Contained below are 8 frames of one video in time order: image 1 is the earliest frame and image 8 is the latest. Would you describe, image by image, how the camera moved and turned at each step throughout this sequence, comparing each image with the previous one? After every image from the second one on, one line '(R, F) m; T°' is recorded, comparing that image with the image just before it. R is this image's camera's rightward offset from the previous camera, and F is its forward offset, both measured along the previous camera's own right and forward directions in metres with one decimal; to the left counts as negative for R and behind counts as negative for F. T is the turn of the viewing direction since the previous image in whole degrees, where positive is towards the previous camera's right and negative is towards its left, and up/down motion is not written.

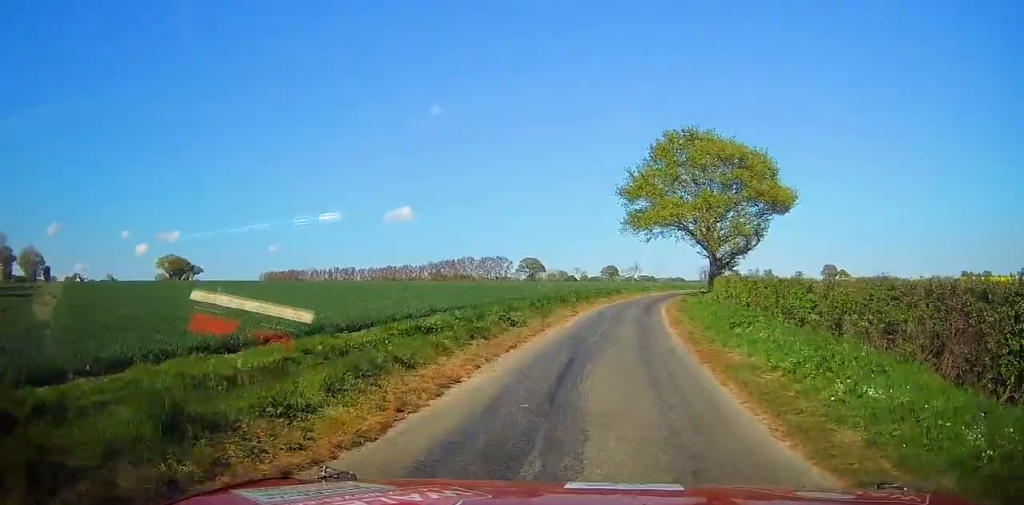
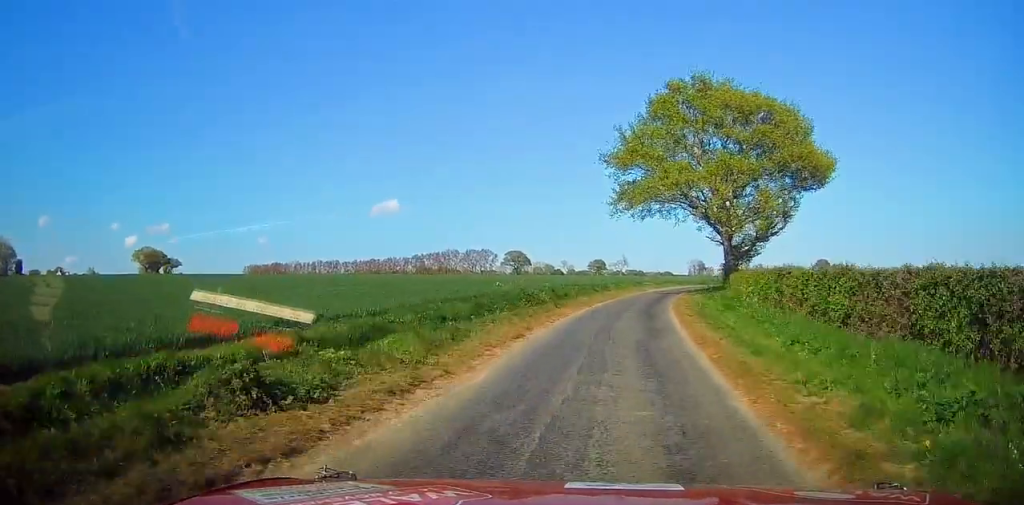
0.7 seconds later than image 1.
(0.0, +10.4) m; 0°
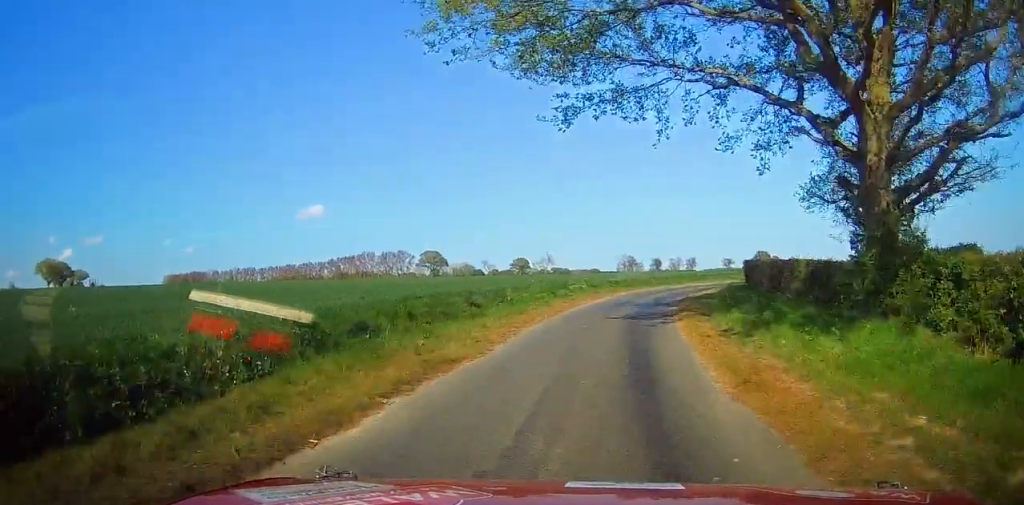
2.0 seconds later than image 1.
(+0.2, +25.5) m; +5°
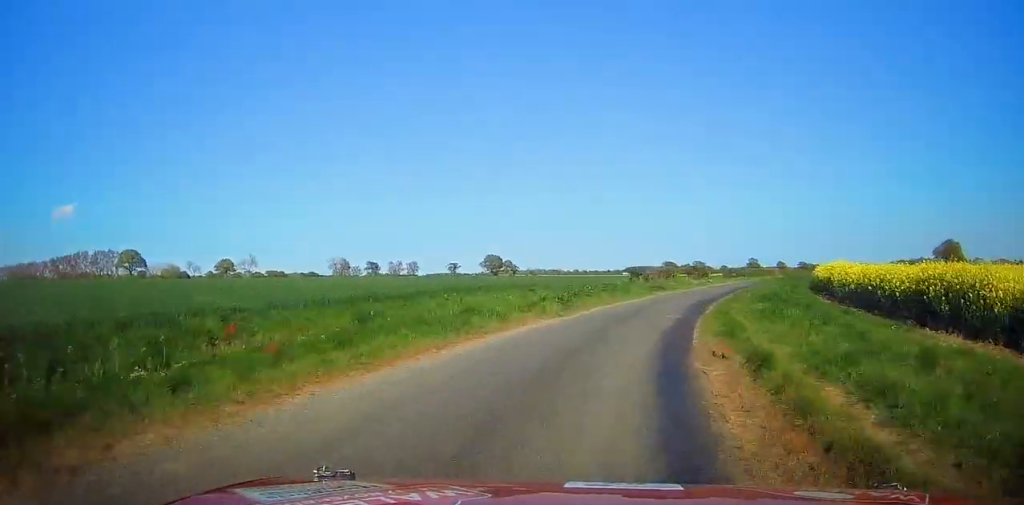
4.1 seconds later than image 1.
(+8.8, +44.3) m; +24°
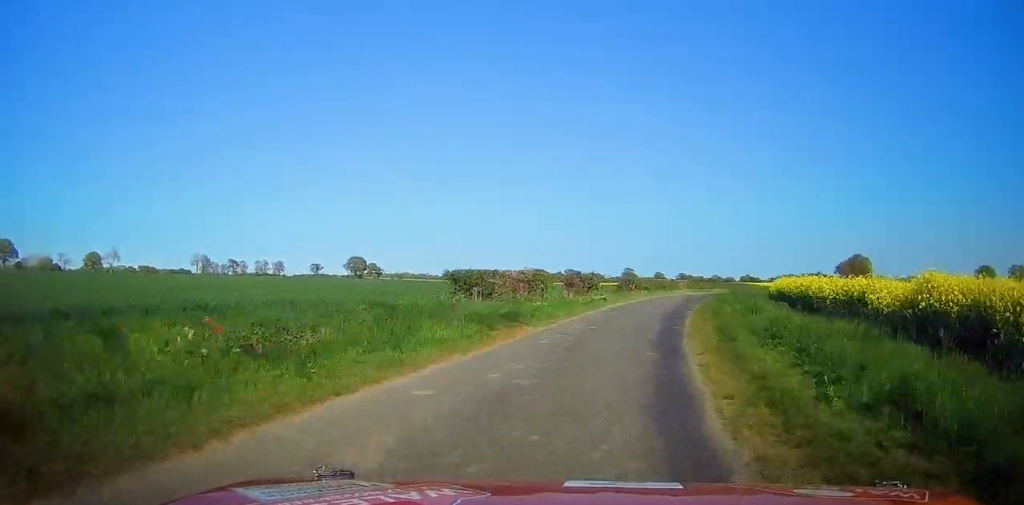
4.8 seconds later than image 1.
(+1.6, +17.7) m; +9°
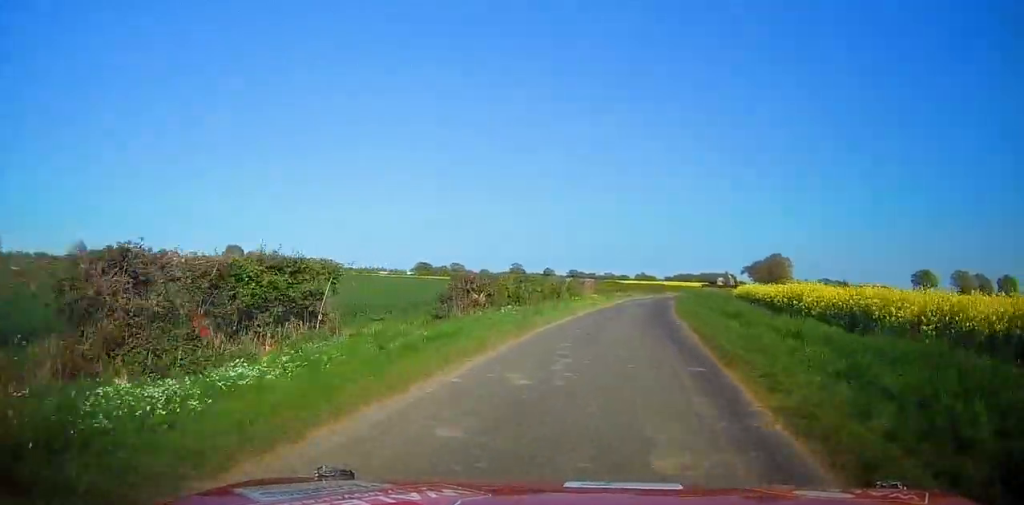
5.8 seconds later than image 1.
(+2.5, +24.4) m; +10°
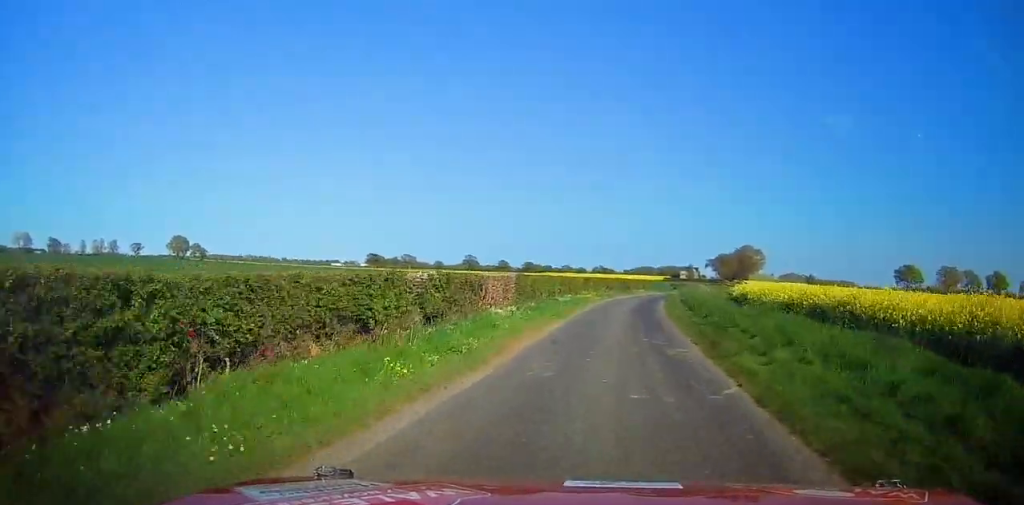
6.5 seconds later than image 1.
(+1.0, +18.6) m; +5°
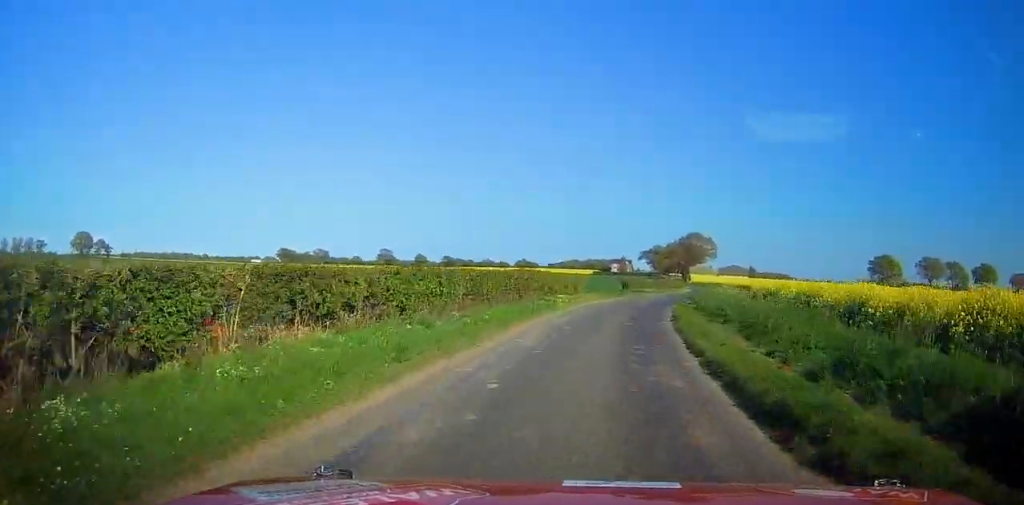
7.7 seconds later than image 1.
(+2.2, +34.4) m; +8°
